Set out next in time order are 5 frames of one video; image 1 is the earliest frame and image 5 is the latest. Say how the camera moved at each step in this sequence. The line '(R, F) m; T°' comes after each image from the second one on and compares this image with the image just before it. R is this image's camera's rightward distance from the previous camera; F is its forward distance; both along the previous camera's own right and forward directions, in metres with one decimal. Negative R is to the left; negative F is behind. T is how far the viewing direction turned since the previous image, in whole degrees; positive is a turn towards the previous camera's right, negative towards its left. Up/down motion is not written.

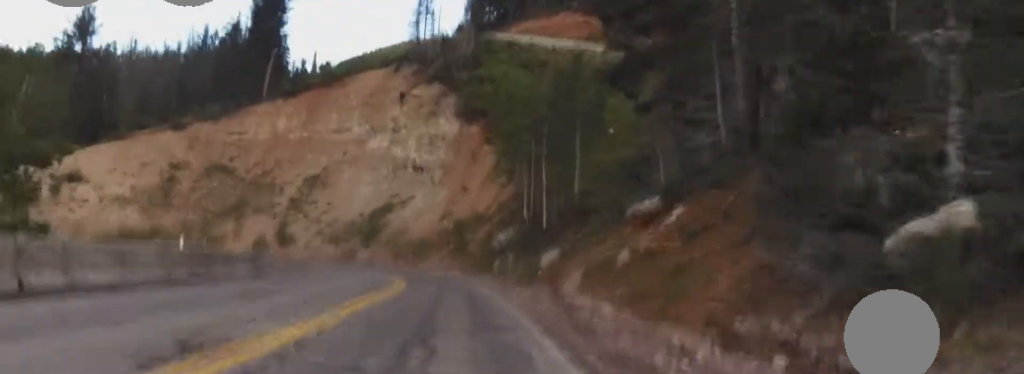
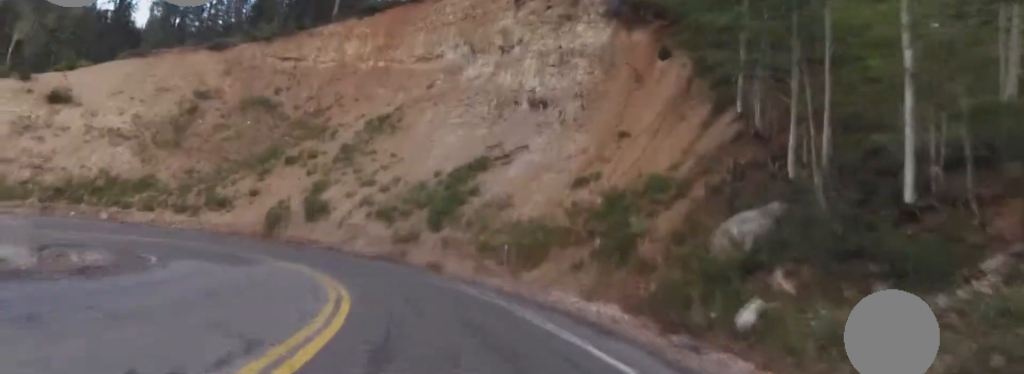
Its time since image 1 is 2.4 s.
(-0.9, +26.6) m; -7°
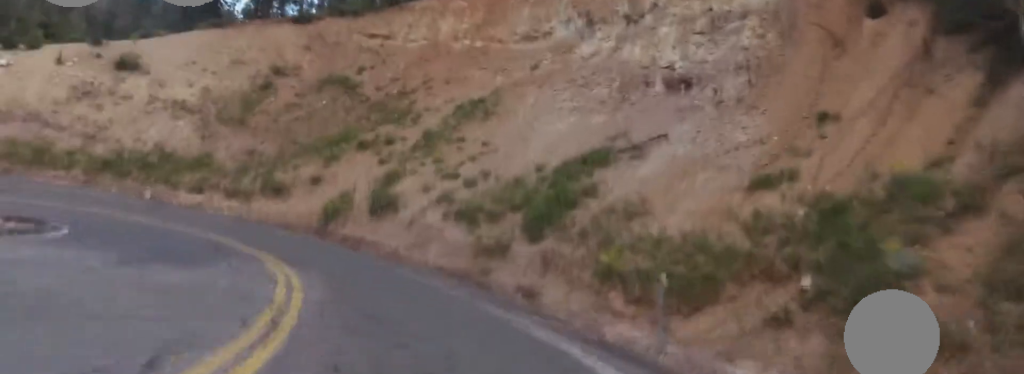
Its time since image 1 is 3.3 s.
(-0.2, +8.4) m; -13°
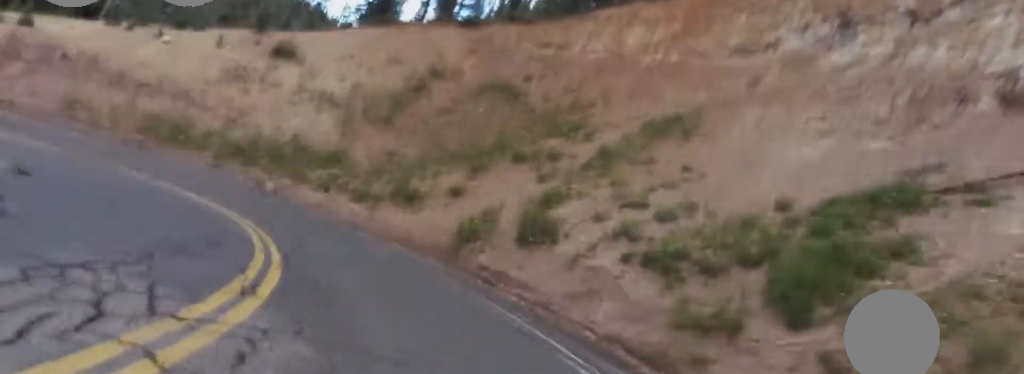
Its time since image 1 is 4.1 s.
(-1.5, +7.8) m; -19°
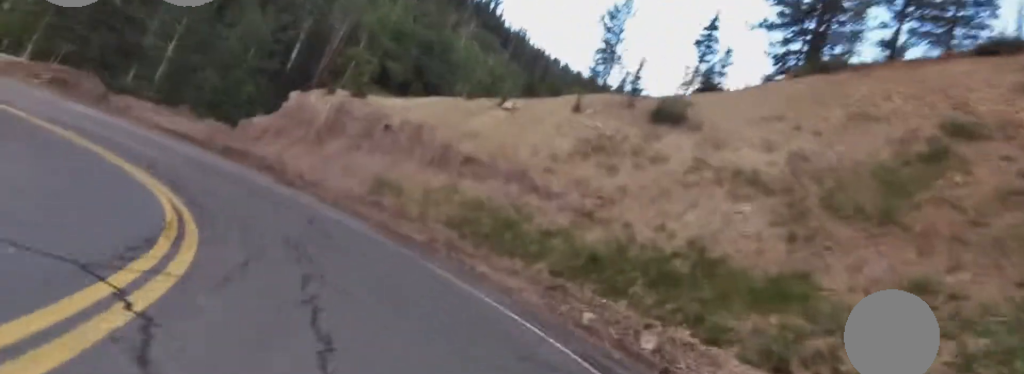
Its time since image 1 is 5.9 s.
(-5.3, +13.9) m; -42°
